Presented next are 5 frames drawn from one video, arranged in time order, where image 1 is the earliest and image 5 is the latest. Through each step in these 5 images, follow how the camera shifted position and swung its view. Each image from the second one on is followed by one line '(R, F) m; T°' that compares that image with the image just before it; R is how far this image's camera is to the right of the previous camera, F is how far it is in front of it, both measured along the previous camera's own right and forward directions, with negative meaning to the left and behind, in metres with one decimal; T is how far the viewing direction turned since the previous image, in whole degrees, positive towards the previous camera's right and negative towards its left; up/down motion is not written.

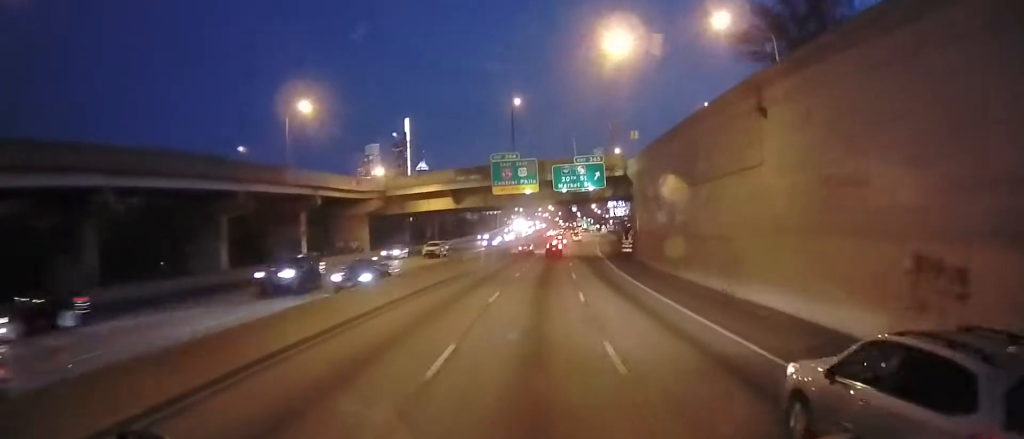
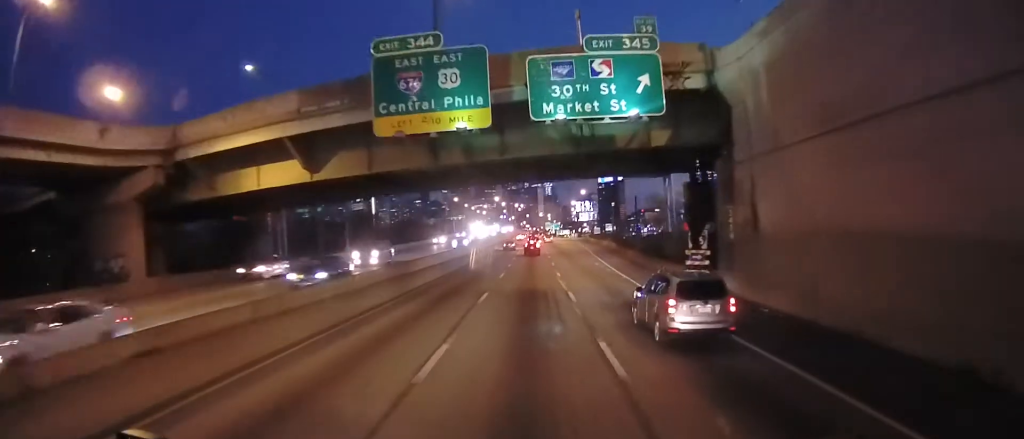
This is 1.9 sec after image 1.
(+1.2, +37.5) m; +2°
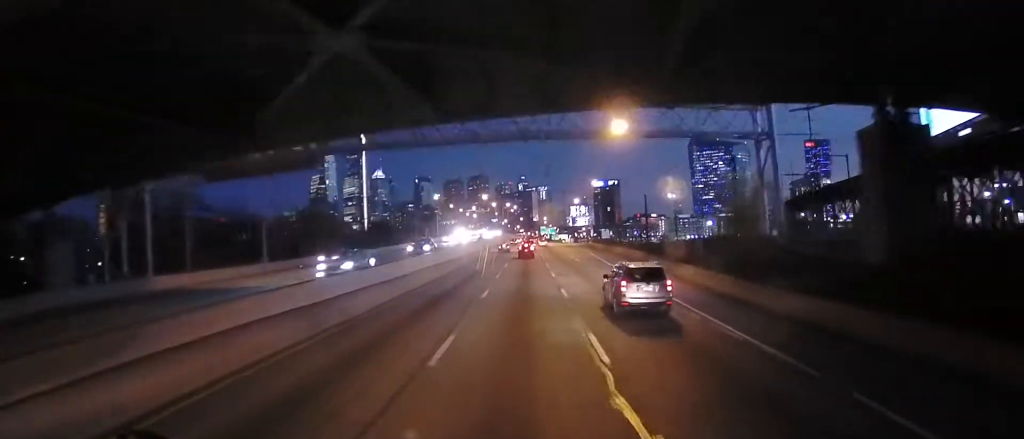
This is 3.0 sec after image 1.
(0.0, +23.4) m; +1°
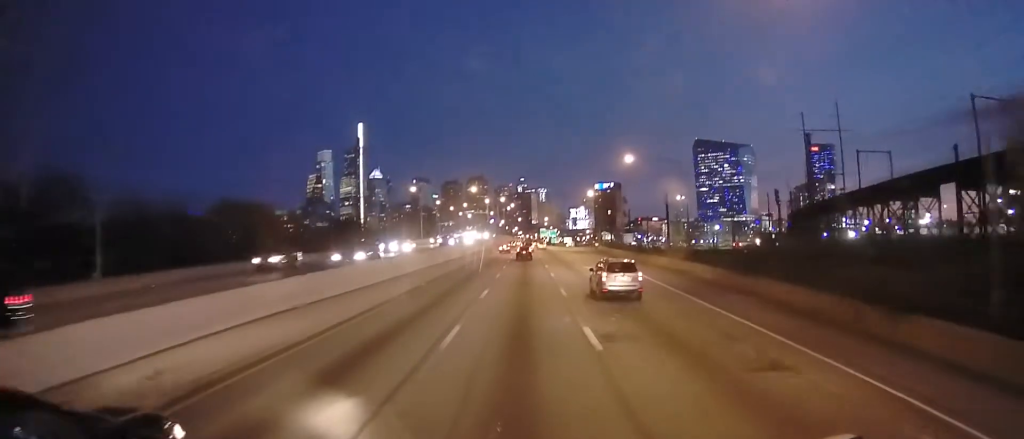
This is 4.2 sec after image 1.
(+0.4, +23.4) m; +1°
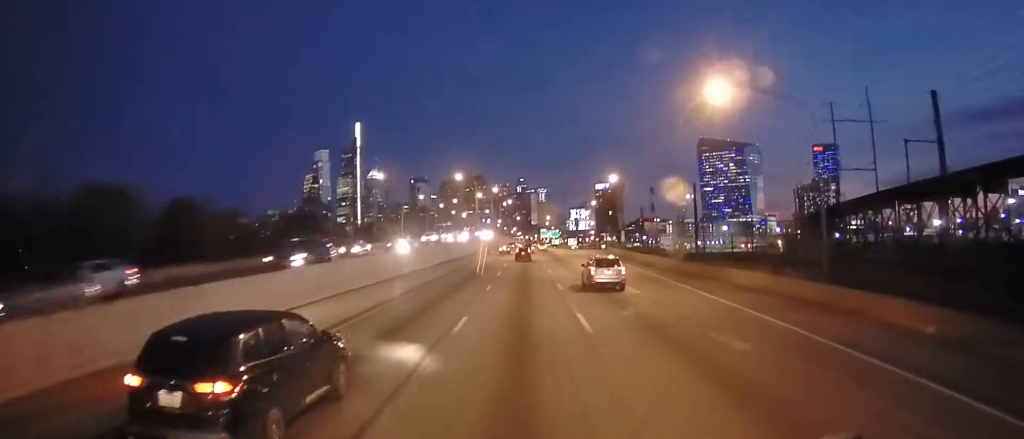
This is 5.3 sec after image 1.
(-0.1, +21.8) m; -1°
